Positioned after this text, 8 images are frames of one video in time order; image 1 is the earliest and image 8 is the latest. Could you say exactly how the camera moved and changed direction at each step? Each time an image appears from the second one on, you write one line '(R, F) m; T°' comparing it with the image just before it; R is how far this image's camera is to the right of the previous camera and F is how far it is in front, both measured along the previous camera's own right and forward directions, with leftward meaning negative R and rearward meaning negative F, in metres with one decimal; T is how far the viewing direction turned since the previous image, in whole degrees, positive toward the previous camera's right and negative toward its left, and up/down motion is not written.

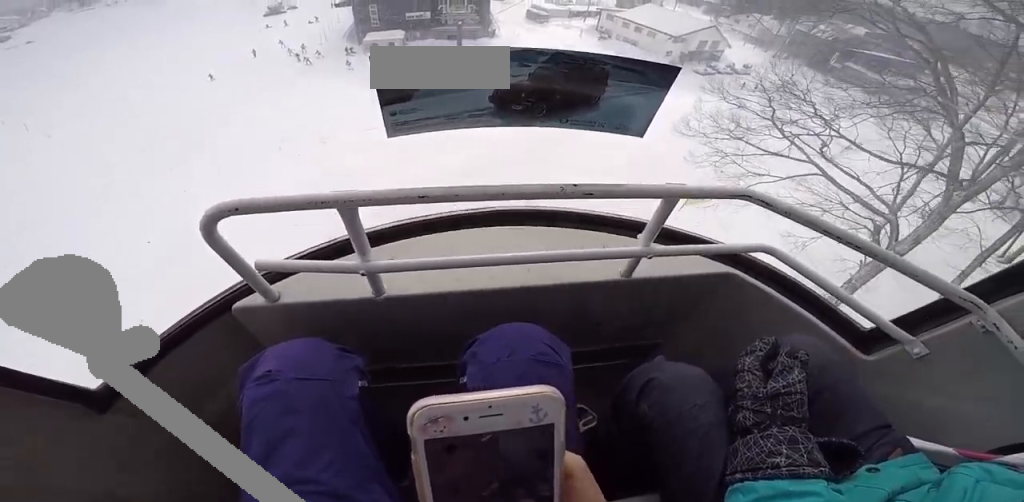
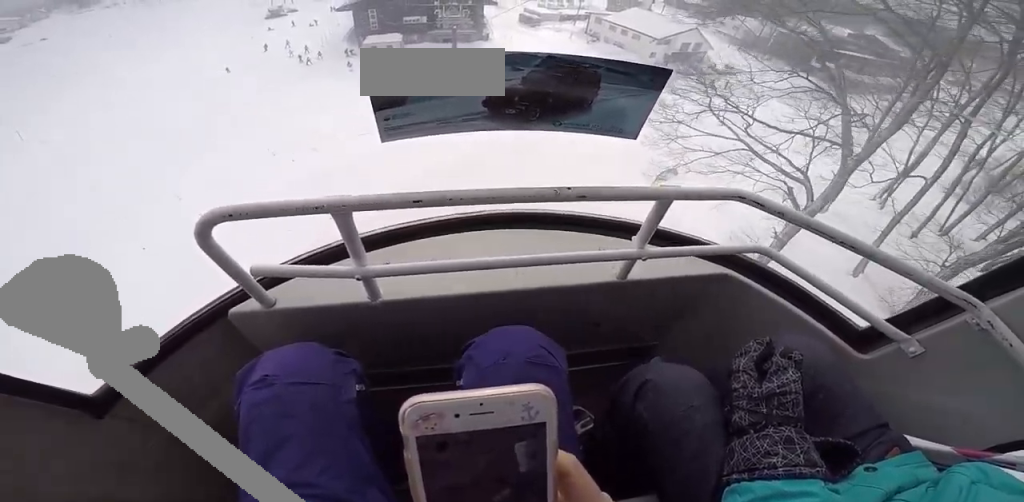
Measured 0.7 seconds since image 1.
(0.0, +3.6) m; +2°
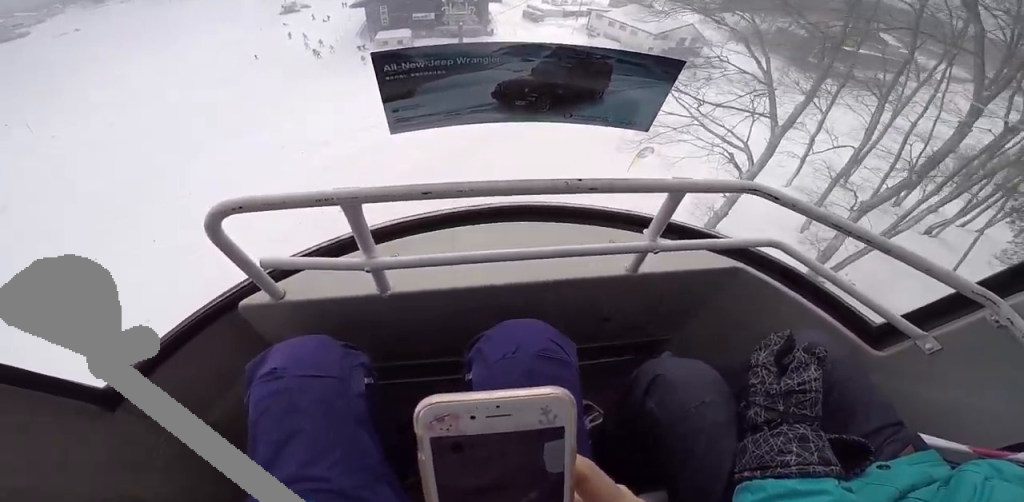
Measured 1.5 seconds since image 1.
(-0.1, +4.2) m; +6°
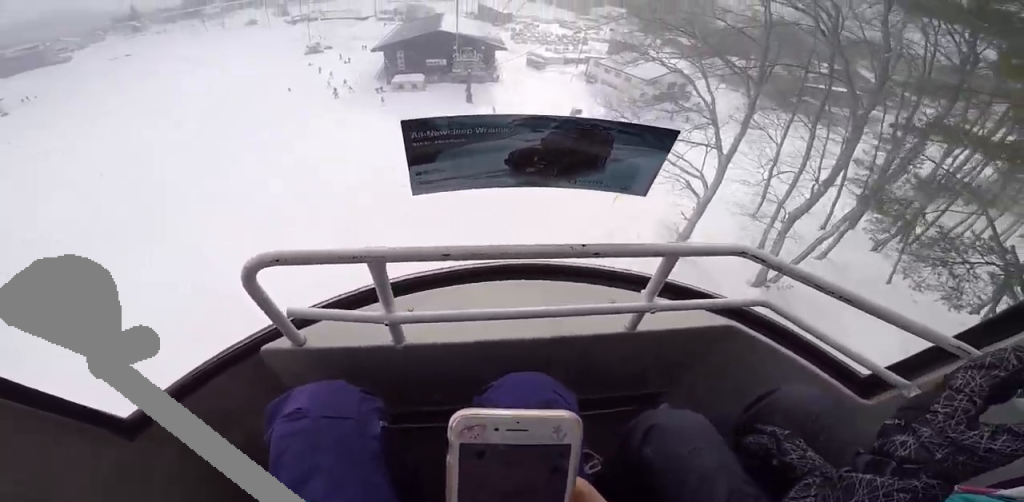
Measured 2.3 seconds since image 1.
(+0.5, +3.7) m; +6°
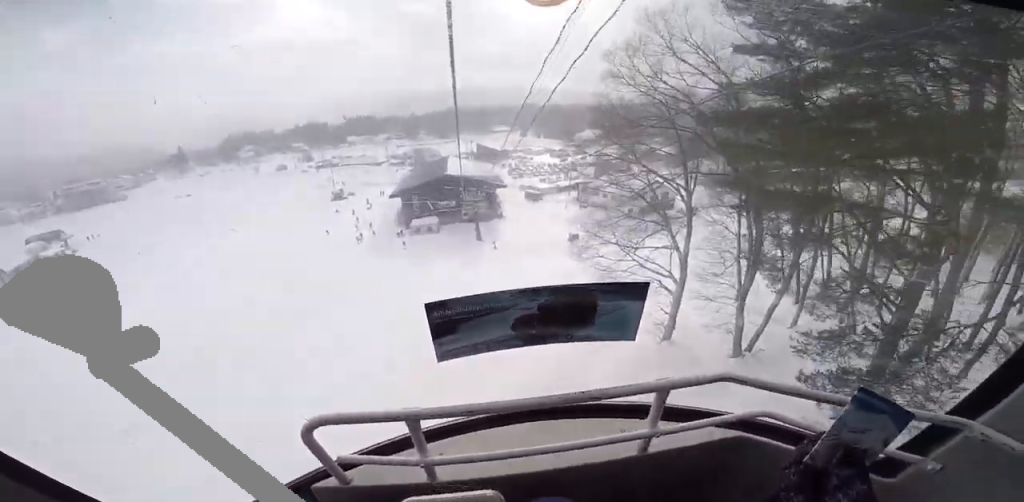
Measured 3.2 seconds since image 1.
(+0.1, +4.7) m; -4°
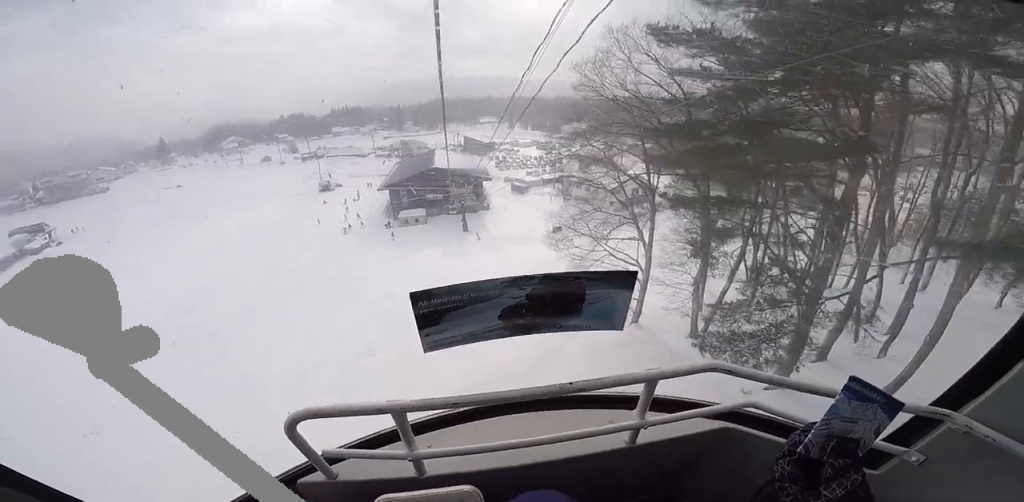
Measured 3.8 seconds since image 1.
(-0.1, +2.8) m; -4°
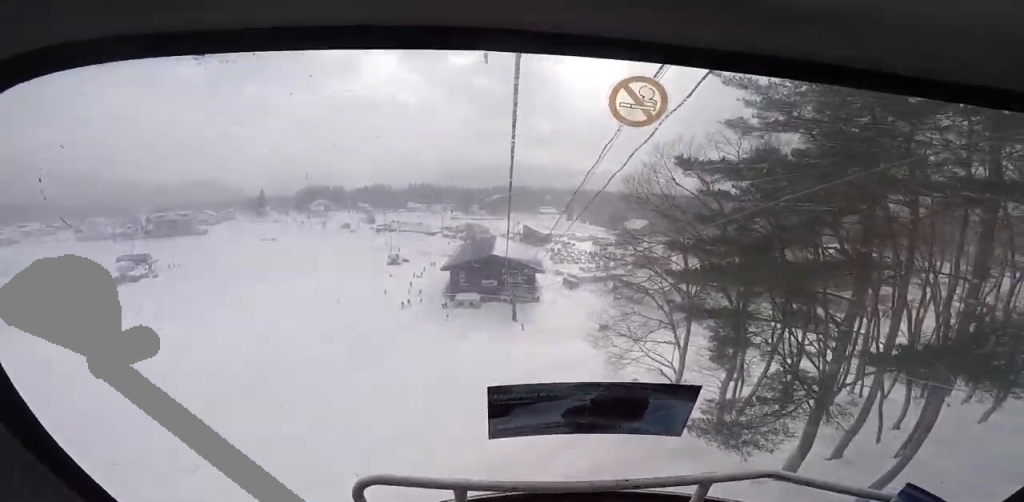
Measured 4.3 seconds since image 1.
(-0.3, +2.9) m; -4°
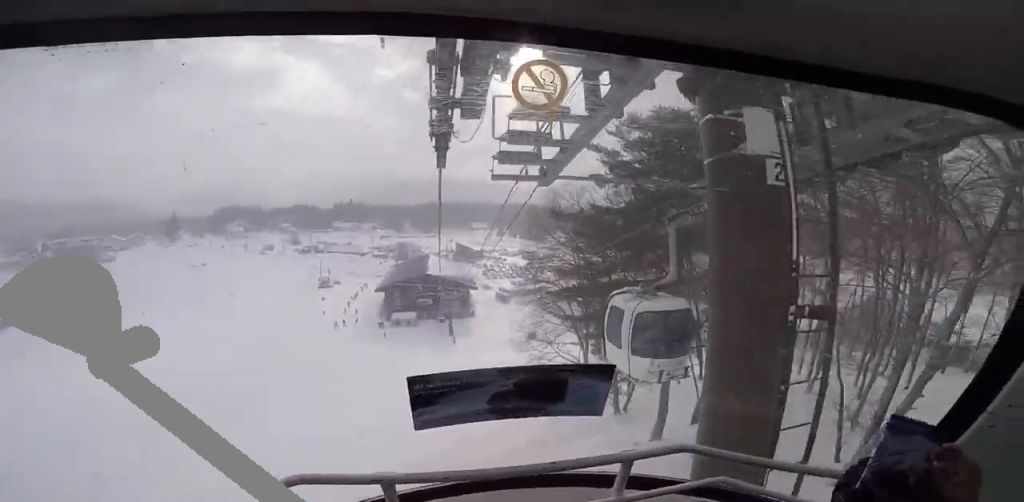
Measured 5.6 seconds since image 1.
(-0.1, +6.9) m; 0°
